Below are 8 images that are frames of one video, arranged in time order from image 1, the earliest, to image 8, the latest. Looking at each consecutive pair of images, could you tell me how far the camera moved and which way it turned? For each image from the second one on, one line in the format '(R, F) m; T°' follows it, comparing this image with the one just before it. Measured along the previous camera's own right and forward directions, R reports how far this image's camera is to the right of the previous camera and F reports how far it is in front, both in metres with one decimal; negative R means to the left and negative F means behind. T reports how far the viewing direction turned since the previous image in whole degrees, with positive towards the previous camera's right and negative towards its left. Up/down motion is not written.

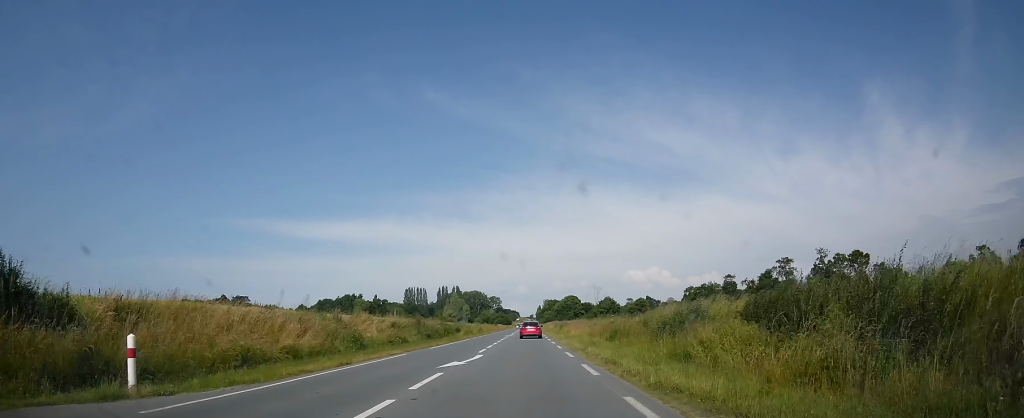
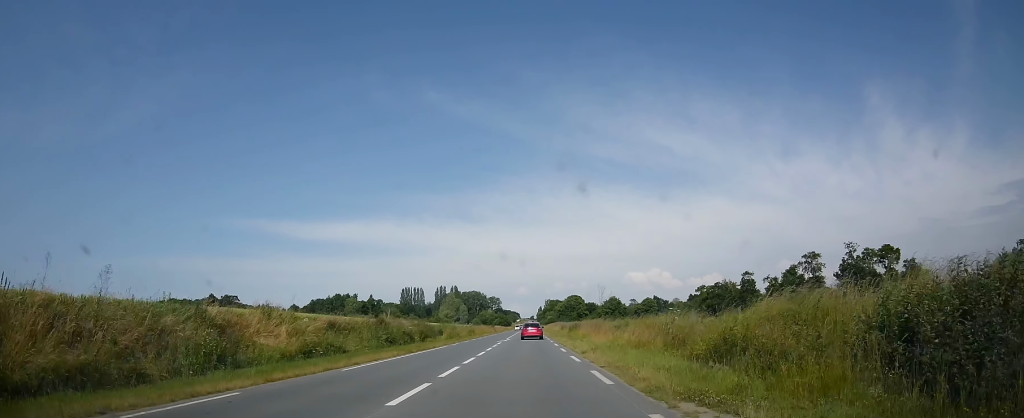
(0.0, +14.9) m; 0°
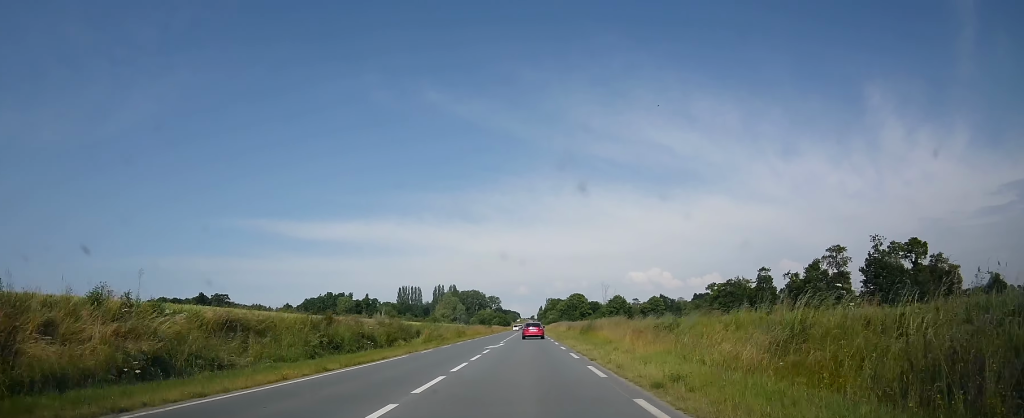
(0.0, +11.9) m; 0°
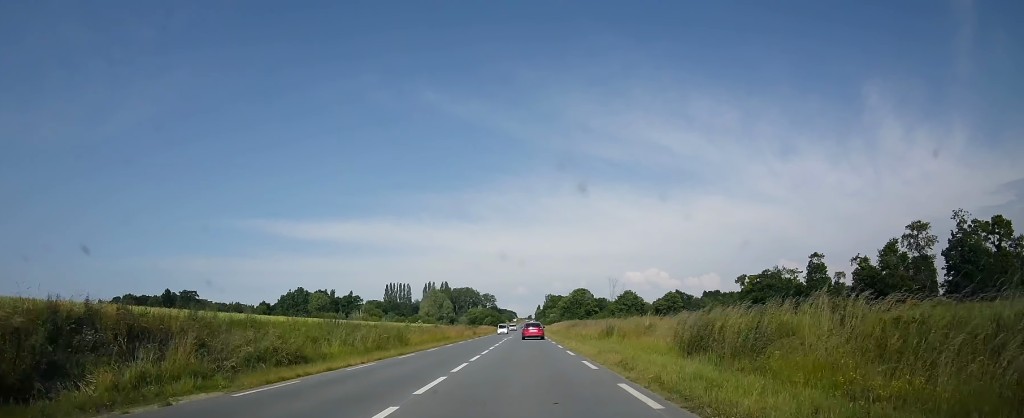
(0.0, +31.5) m; -1°
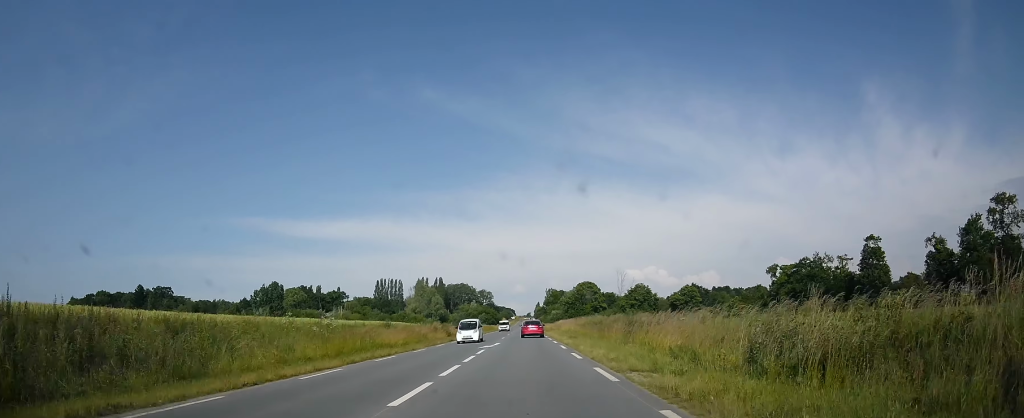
(-0.3, +23.6) m; 0°
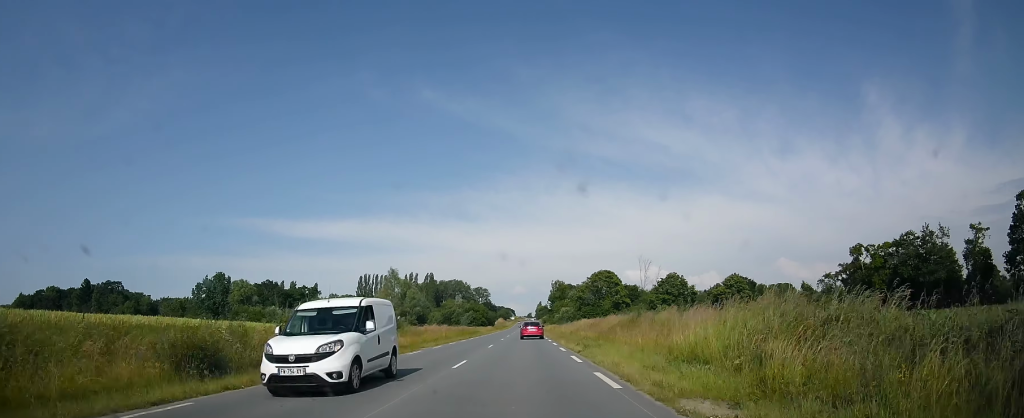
(+0.9, +41.1) m; 0°
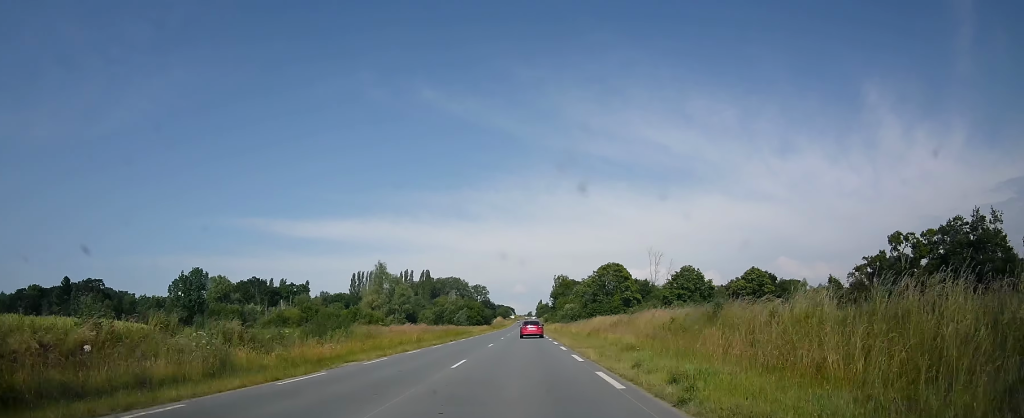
(-0.6, +13.7) m; -2°
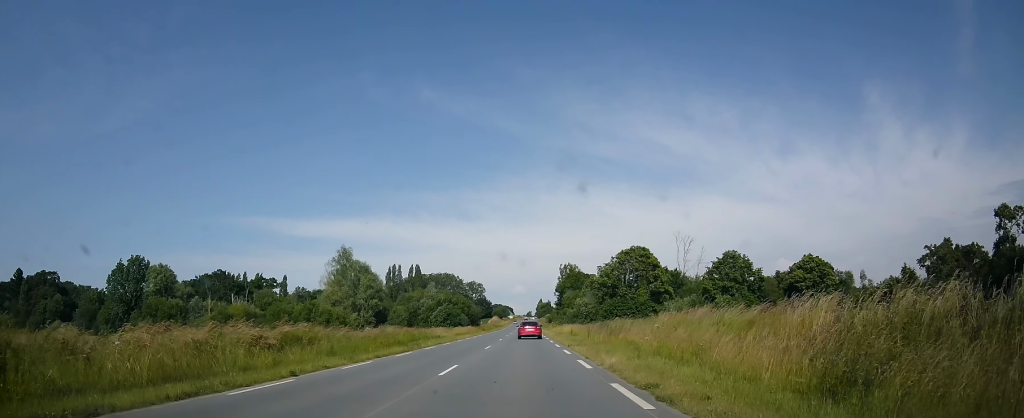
(-0.6, +28.7) m; +2°
